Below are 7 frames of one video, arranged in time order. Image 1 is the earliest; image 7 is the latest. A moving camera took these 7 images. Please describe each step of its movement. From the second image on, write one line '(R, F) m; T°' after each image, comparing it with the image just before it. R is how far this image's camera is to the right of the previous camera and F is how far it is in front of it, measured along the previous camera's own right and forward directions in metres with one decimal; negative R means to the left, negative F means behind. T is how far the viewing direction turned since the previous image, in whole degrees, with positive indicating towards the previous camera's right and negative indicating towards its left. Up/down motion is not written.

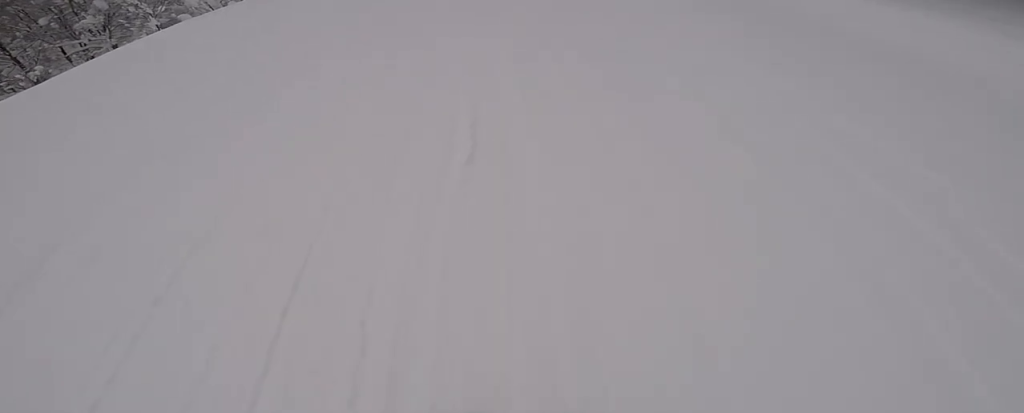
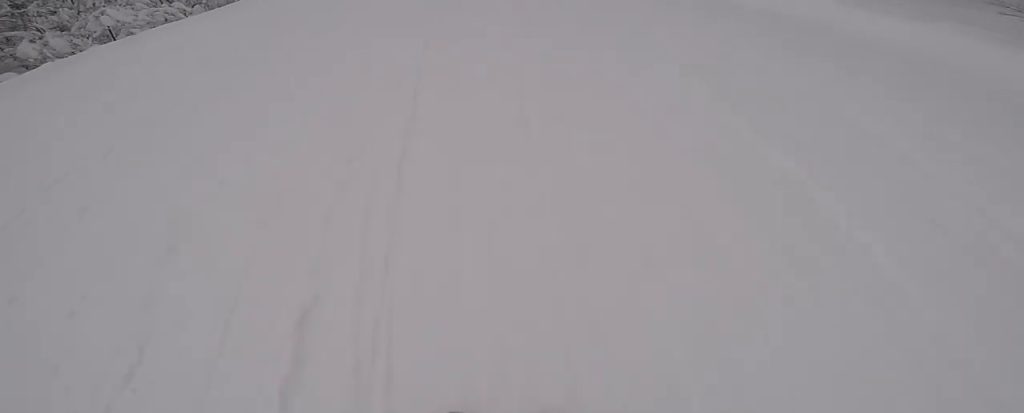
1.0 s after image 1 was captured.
(-0.3, +9.1) m; 0°
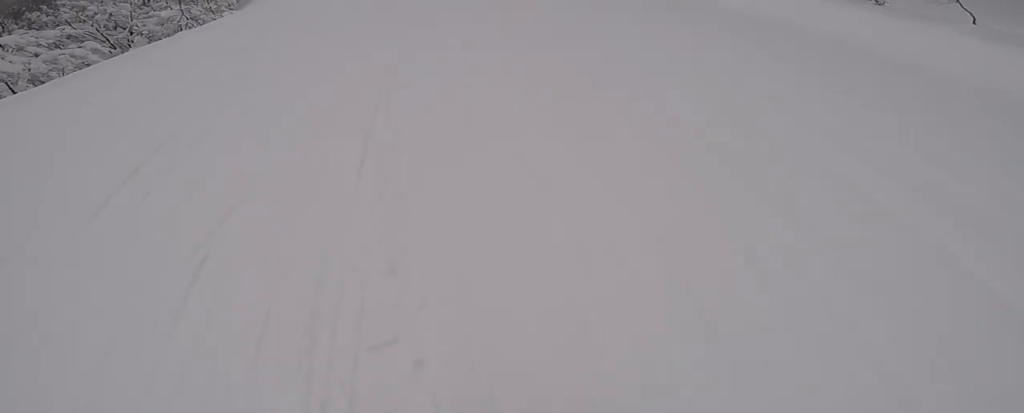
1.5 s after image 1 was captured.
(+0.2, +4.1) m; +1°
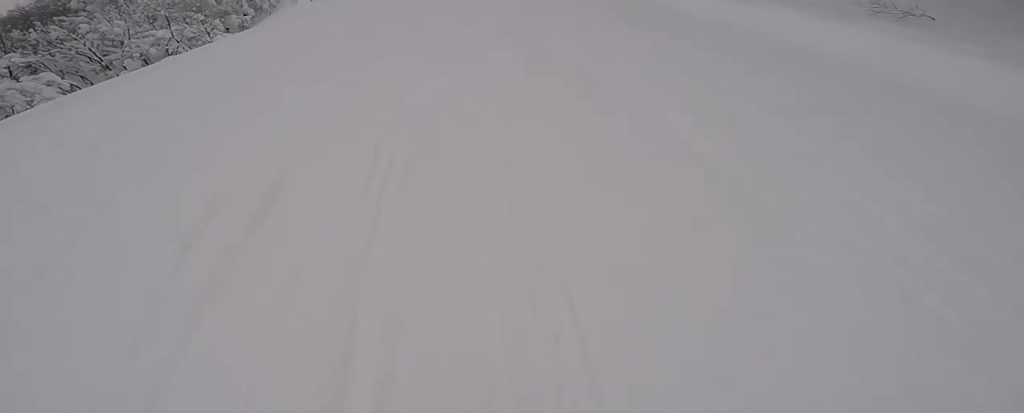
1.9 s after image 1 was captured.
(+0.1, +3.4) m; +1°
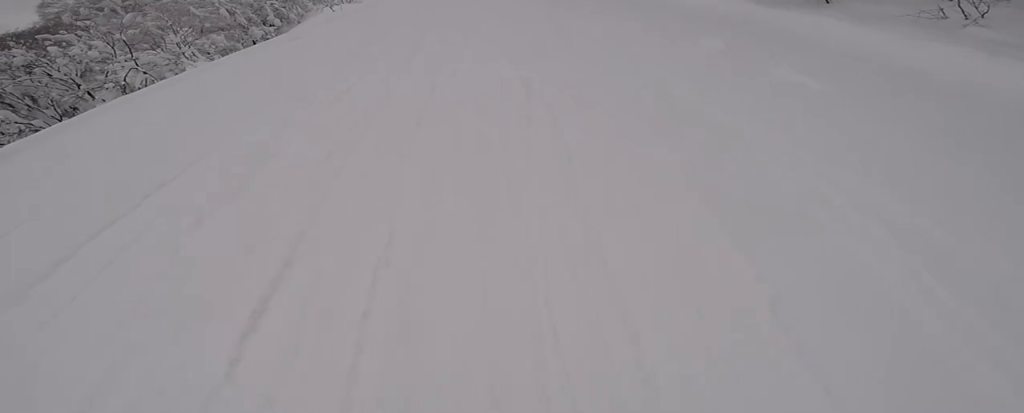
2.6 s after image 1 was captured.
(0.0, +5.4) m; -5°
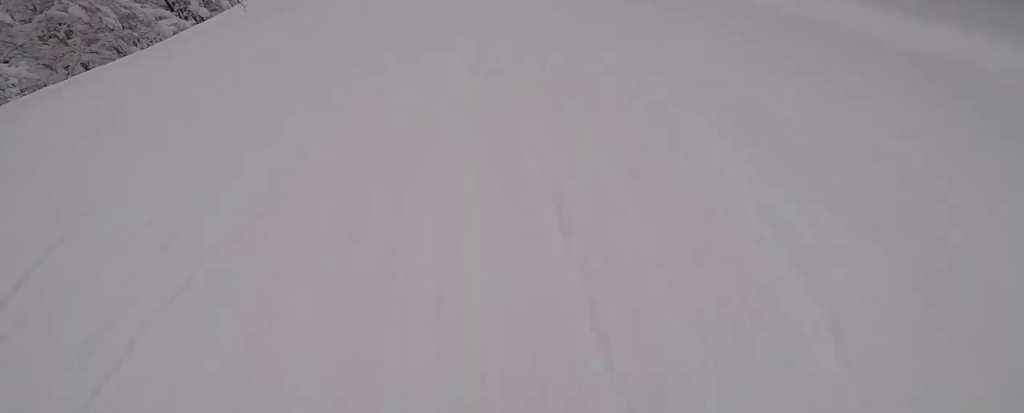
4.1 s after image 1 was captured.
(-1.7, +11.1) m; -6°
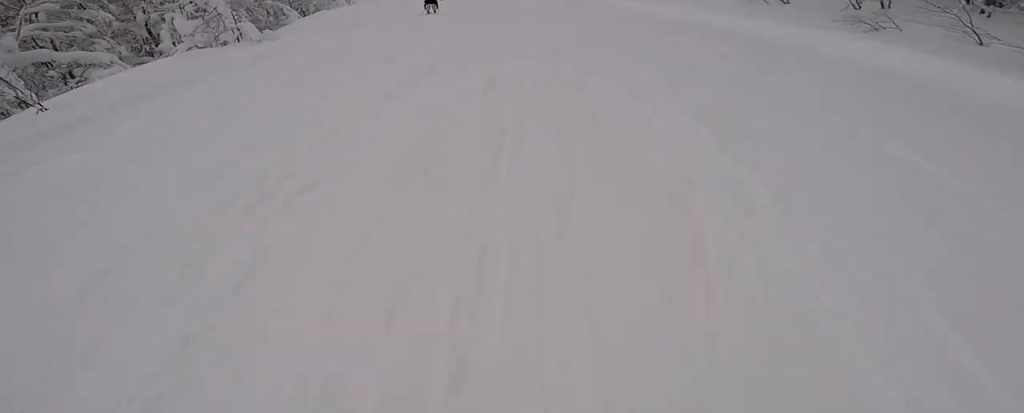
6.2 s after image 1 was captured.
(+0.3, +13.3) m; -10°
